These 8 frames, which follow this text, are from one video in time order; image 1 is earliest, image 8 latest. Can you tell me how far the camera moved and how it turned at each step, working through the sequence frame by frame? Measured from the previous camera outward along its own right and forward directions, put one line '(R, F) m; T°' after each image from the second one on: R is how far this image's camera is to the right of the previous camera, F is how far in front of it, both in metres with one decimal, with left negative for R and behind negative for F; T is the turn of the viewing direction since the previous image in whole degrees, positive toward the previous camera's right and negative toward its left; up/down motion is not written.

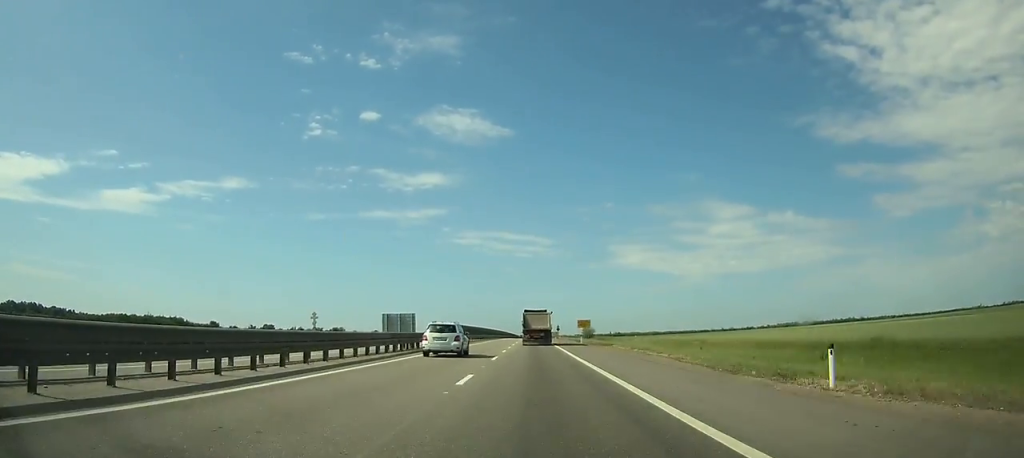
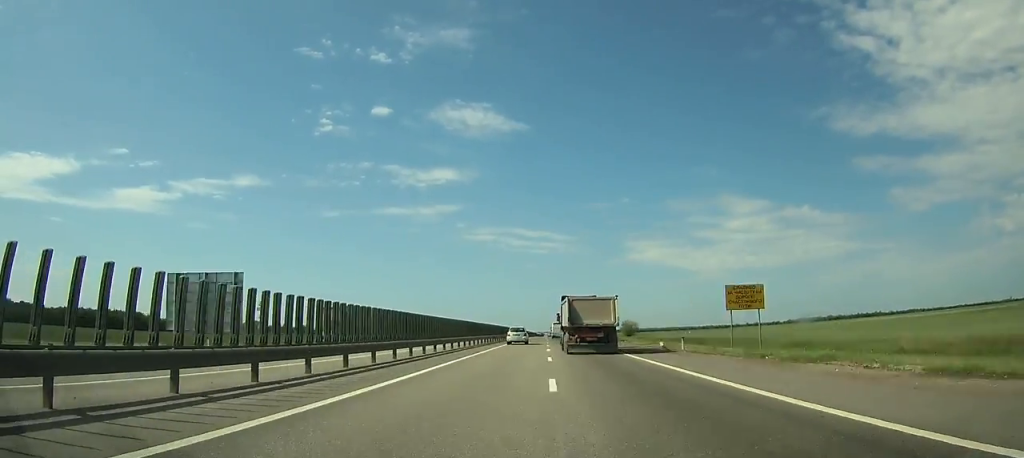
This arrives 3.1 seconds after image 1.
(-1.4, +79.0) m; -1°
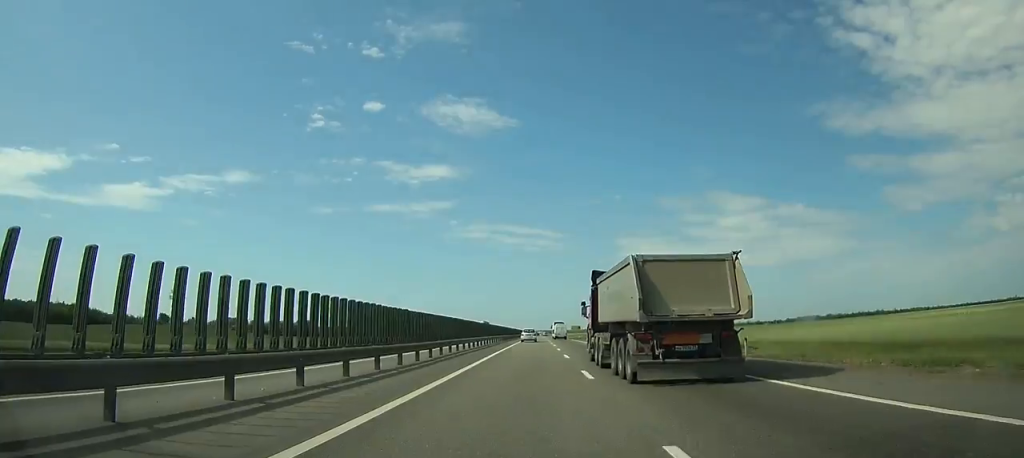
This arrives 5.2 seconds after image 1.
(+0.3, +55.0) m; +1°
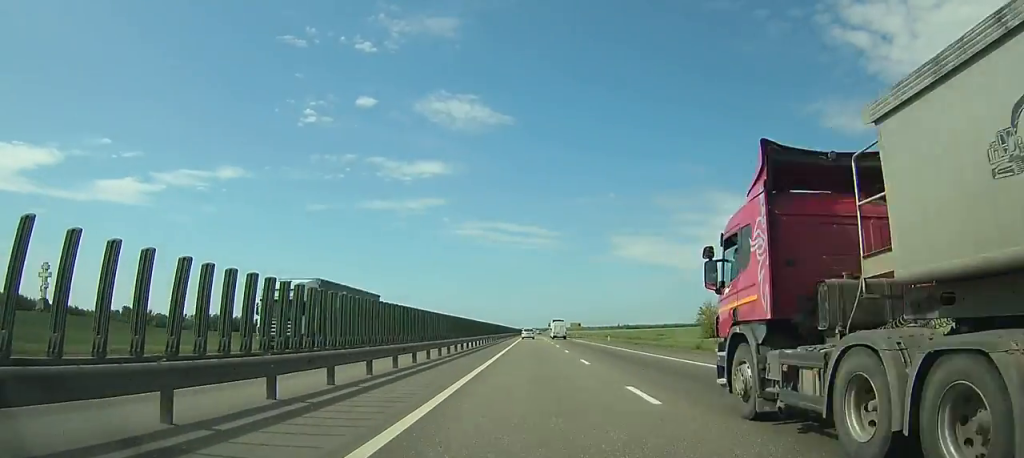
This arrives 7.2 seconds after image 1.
(+0.2, +54.8) m; 0°
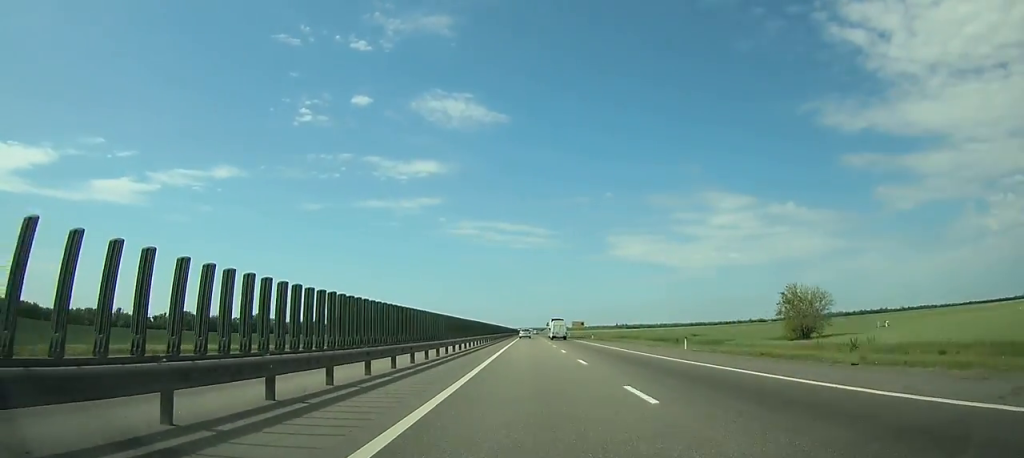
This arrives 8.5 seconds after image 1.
(+0.1, +37.1) m; 0°
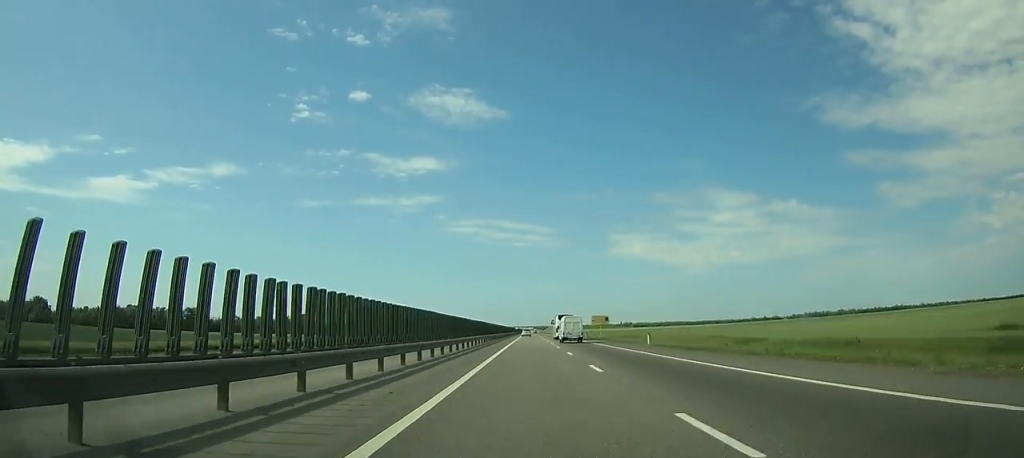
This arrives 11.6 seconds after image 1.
(+0.3, +90.0) m; 0°
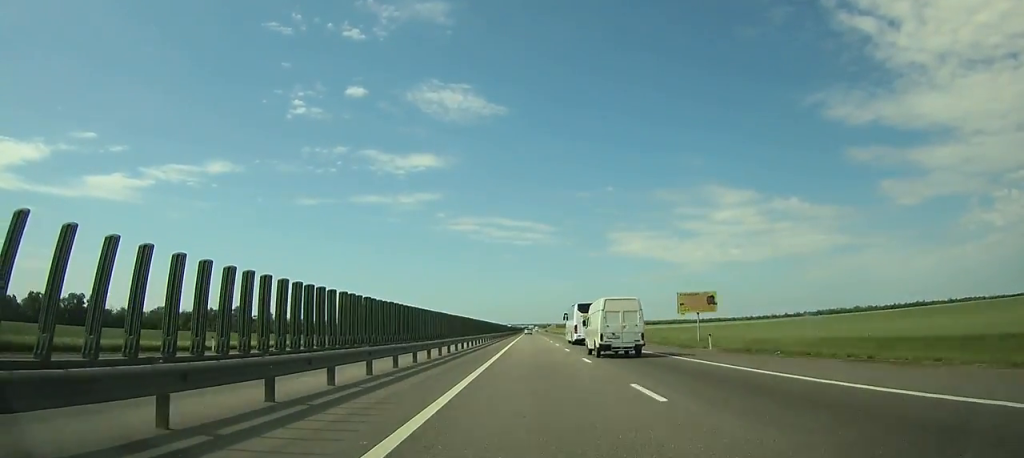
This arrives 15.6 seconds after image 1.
(0.0, +116.0) m; 0°
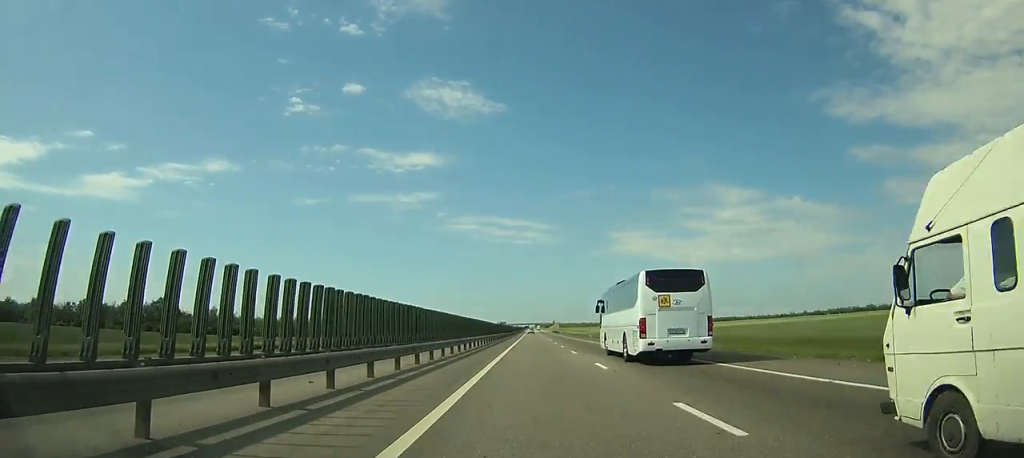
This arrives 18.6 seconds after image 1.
(-0.4, +86.7) m; 0°
